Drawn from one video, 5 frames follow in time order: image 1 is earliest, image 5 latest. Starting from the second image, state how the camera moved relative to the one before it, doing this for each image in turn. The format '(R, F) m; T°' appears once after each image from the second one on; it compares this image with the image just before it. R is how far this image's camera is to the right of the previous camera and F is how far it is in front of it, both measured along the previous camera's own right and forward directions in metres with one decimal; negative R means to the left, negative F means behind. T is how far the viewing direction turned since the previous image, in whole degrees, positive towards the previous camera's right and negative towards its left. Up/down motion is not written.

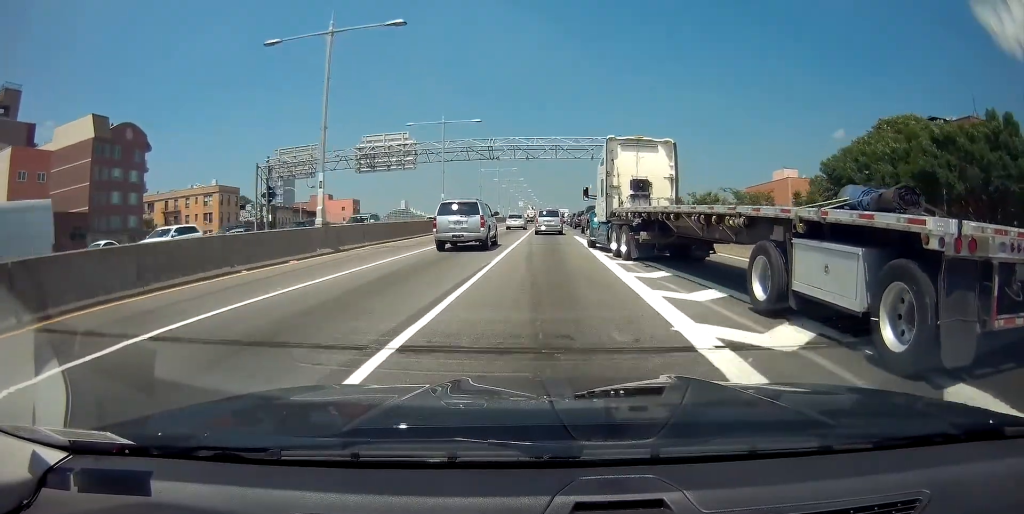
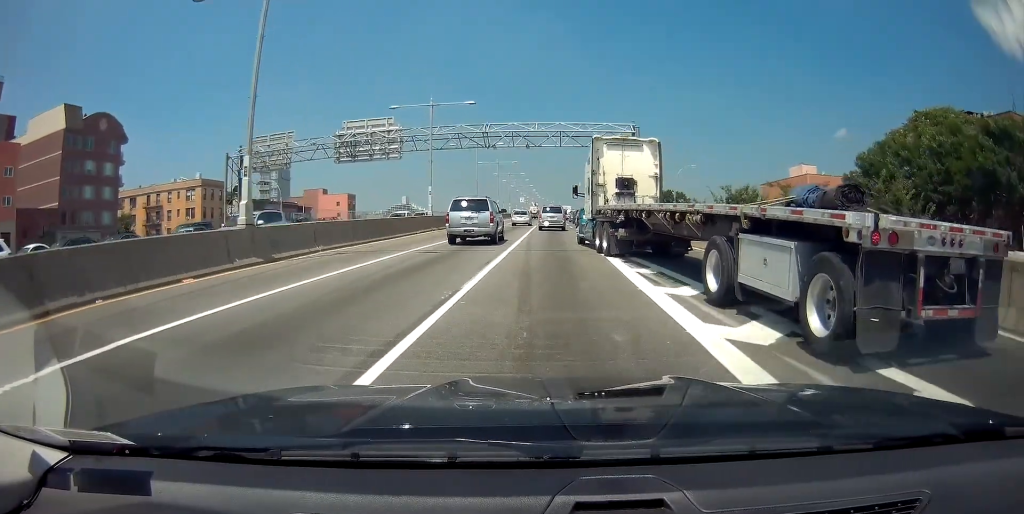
(0.0, +6.6) m; +1°
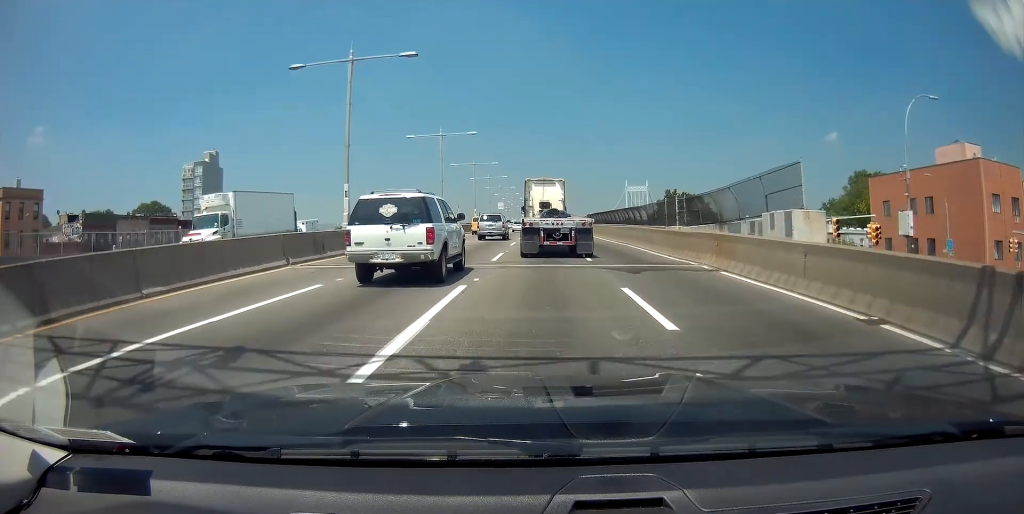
(+0.5, +39.2) m; +2°
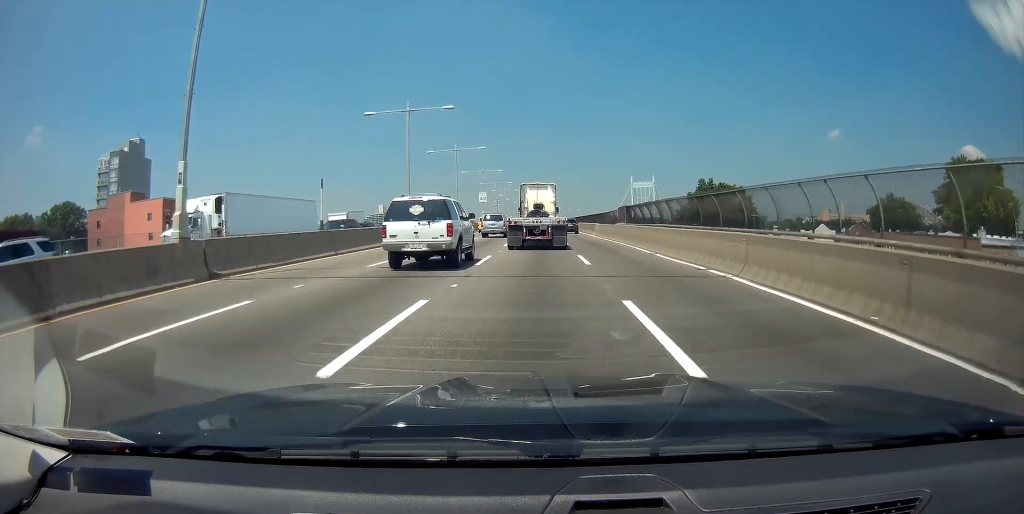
(-0.4, +38.6) m; -1°
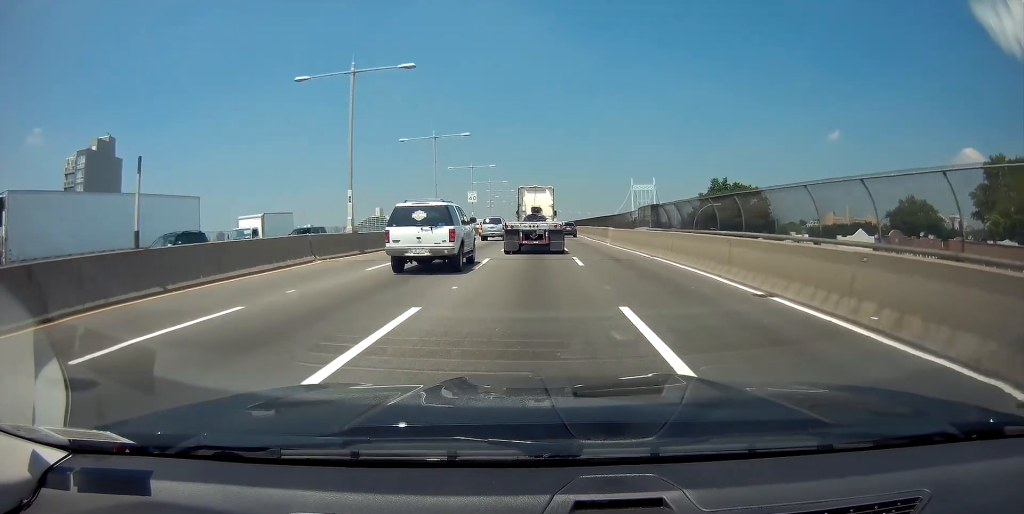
(0.0, +12.1) m; 0°
